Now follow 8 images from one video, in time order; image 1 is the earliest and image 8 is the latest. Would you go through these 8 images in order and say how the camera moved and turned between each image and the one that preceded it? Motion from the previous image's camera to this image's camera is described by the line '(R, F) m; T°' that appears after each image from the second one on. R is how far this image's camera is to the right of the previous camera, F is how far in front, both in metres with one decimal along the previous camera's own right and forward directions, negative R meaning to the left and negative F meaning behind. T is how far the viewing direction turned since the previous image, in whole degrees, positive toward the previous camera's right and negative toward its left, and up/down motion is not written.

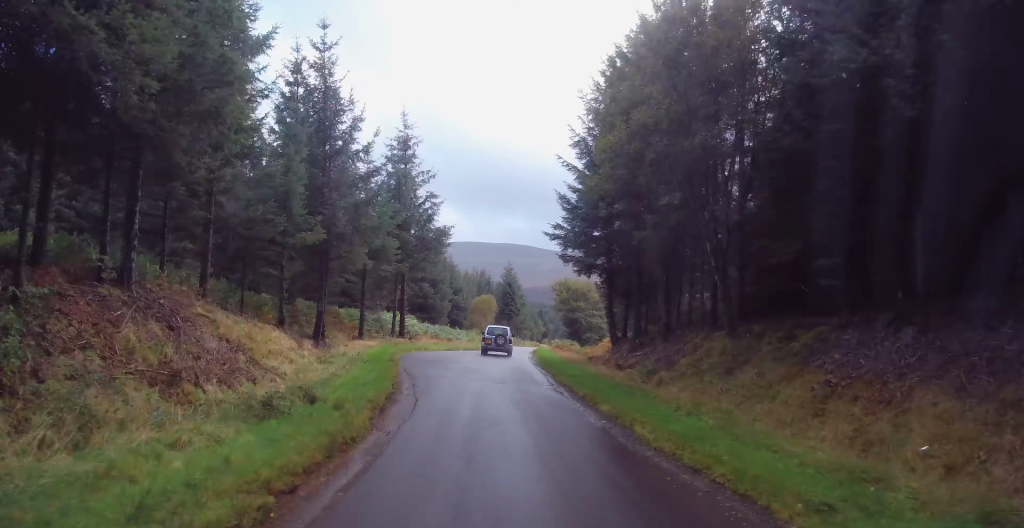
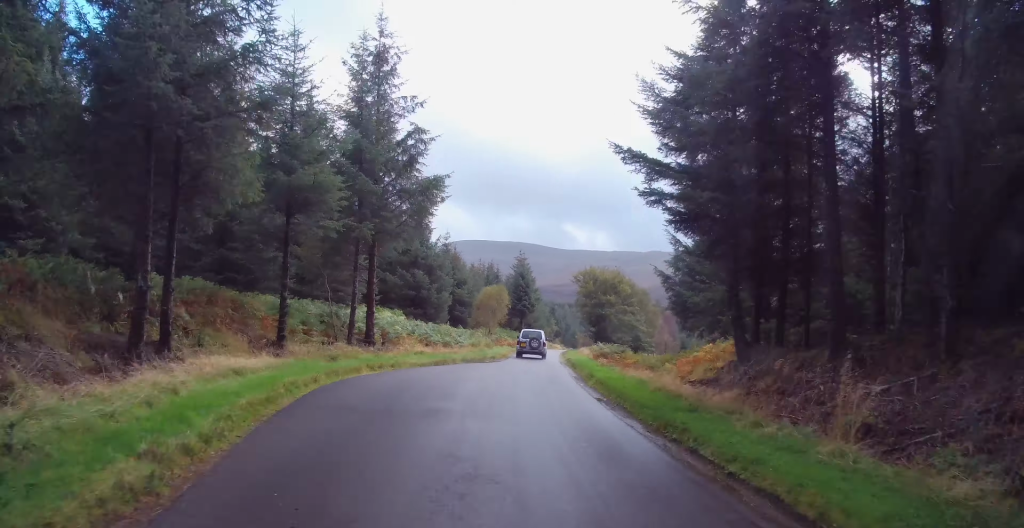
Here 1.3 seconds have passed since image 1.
(-0.4, +17.3) m; +2°
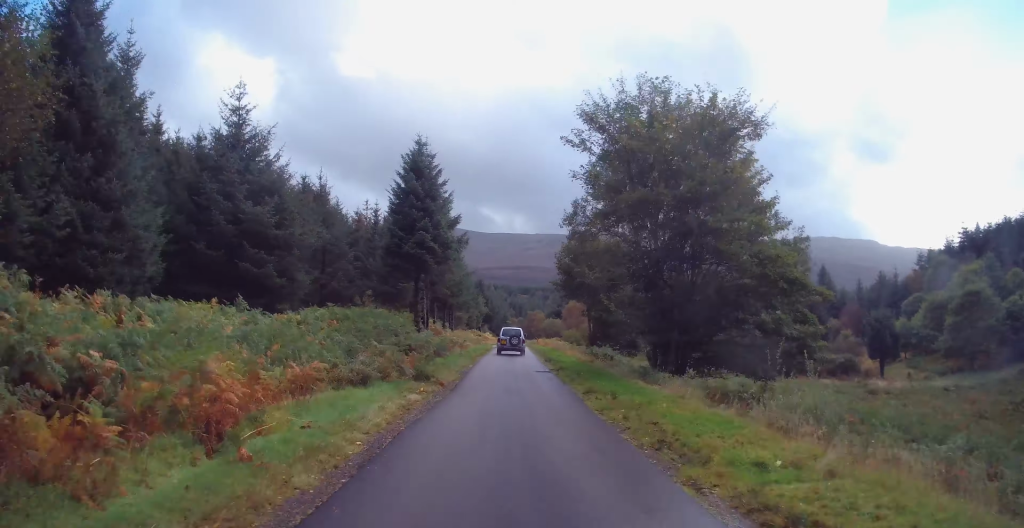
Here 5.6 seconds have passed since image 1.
(+3.6, +57.5) m; +5°
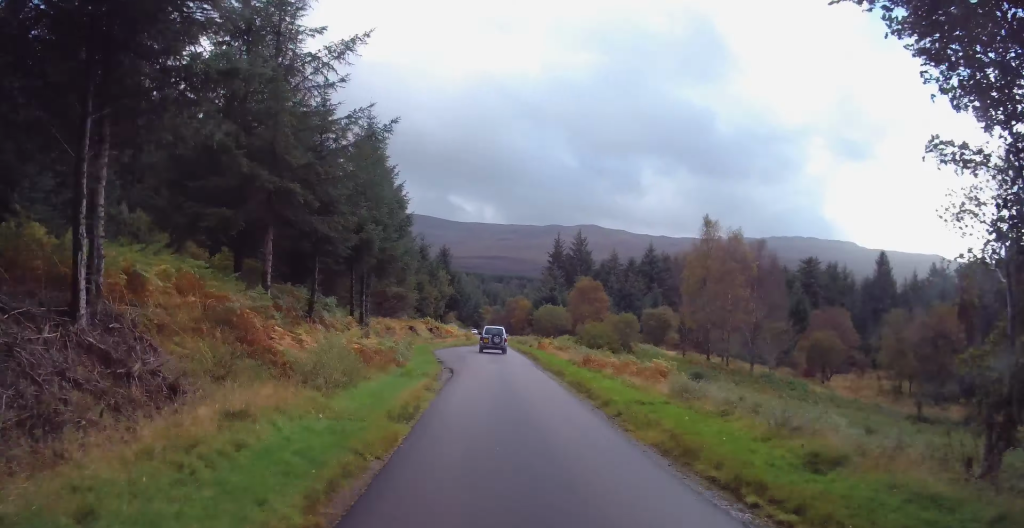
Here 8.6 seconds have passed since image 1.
(+0.8, +43.5) m; +2°
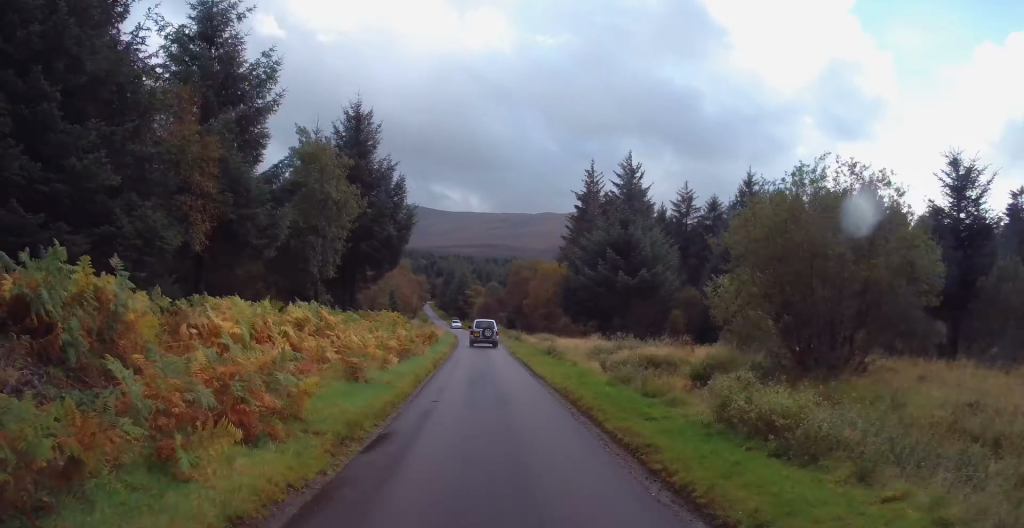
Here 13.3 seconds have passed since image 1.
(+0.6, +66.4) m; 0°
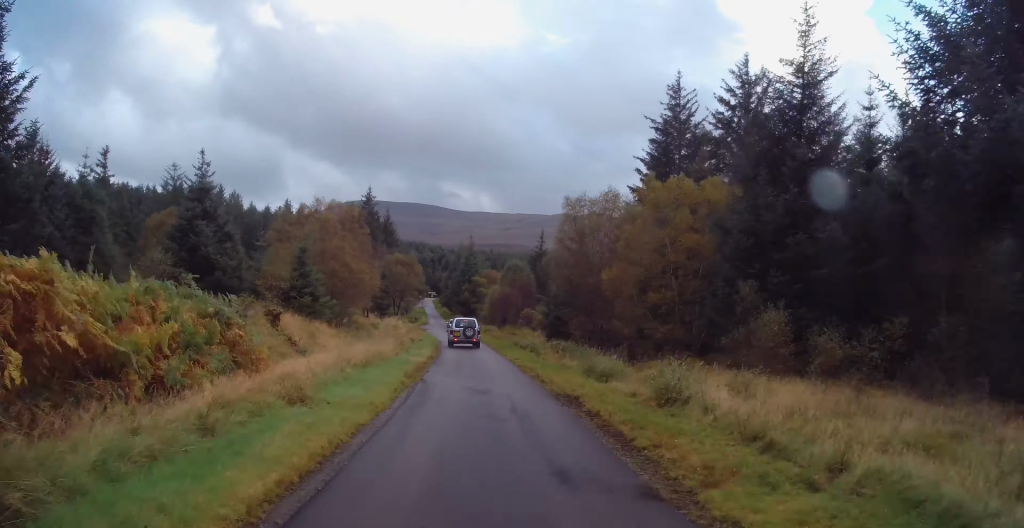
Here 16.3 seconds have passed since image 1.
(-0.6, +37.8) m; -2°
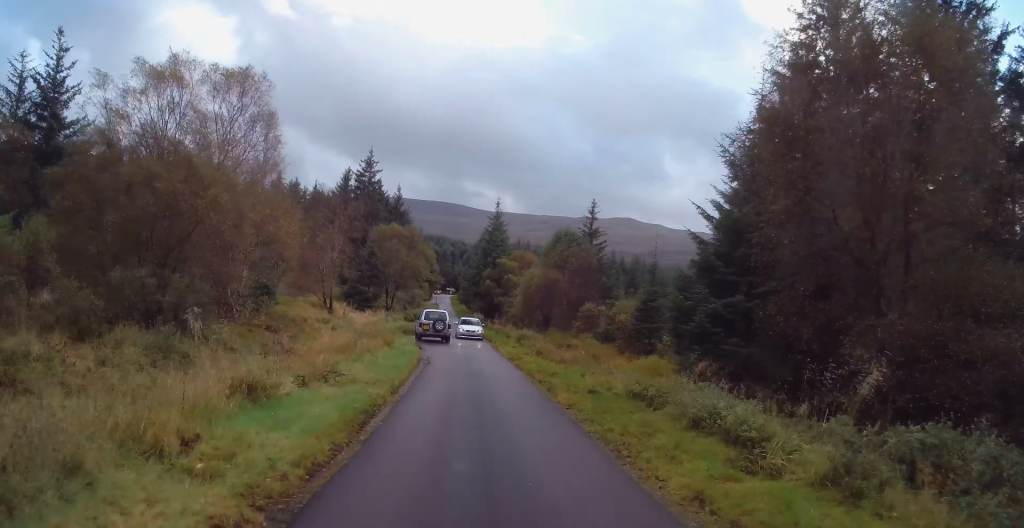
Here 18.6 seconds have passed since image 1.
(-0.5, +26.2) m; -3°
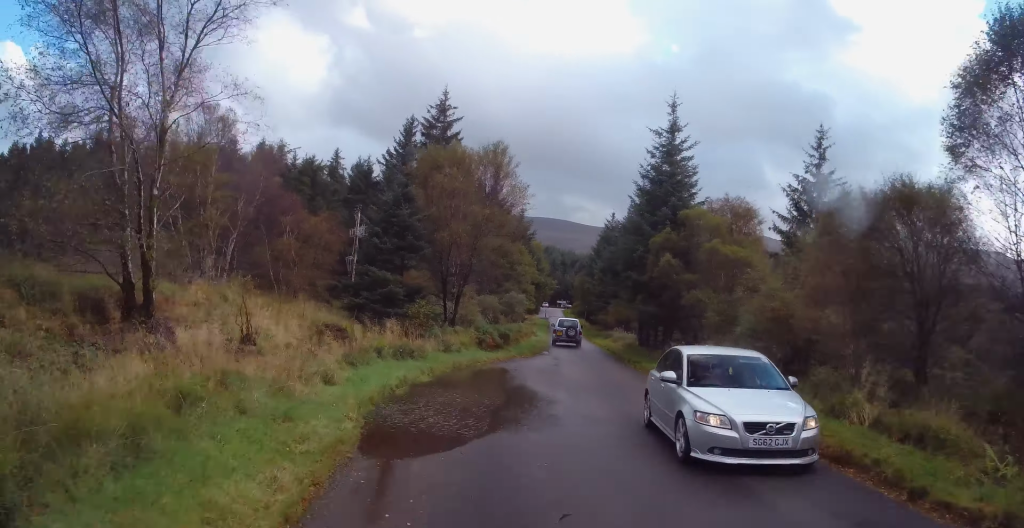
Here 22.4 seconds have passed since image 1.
(-2.1, +38.4) m; -2°
